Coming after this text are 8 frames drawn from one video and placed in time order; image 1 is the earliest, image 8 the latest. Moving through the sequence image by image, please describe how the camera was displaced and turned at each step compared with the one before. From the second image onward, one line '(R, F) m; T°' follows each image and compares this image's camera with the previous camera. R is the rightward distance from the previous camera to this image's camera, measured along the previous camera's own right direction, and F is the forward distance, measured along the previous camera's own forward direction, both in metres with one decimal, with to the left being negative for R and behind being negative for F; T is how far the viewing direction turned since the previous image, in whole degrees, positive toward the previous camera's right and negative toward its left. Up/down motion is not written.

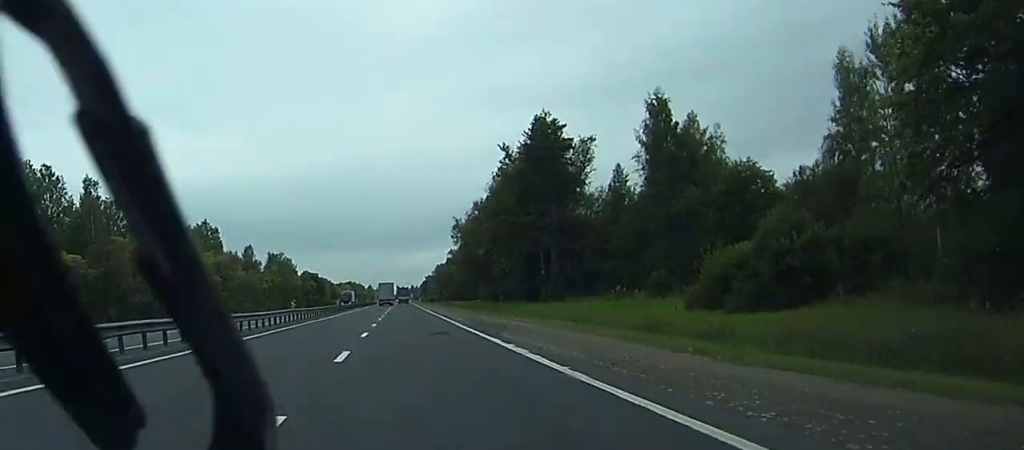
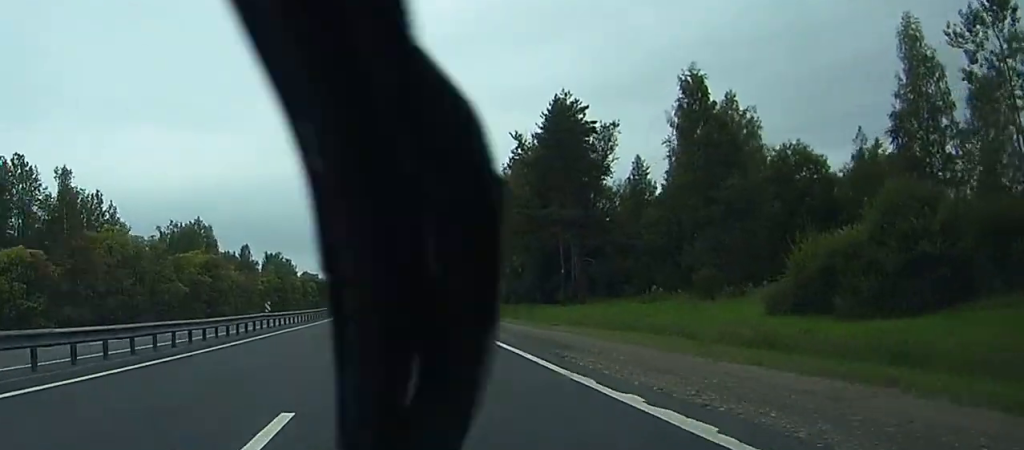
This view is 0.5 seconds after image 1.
(0.0, +11.4) m; 0°
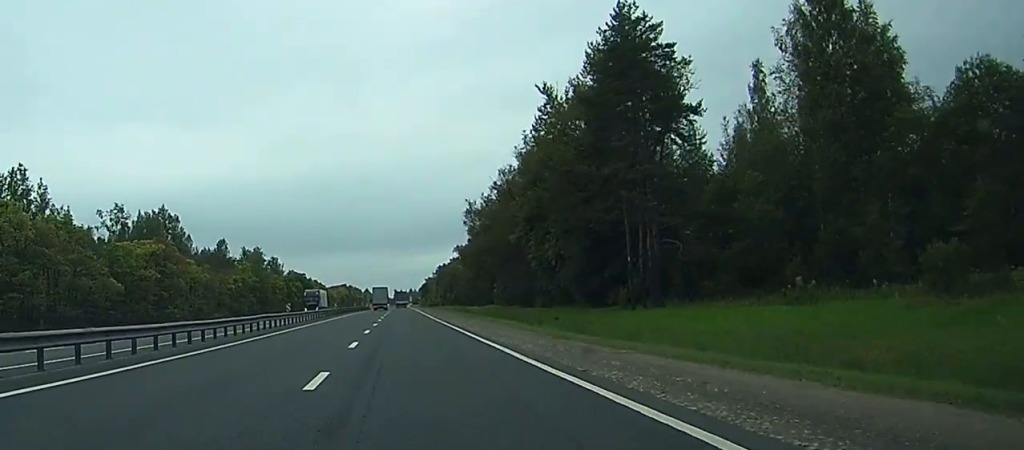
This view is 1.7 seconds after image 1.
(-0.1, +29.5) m; 0°
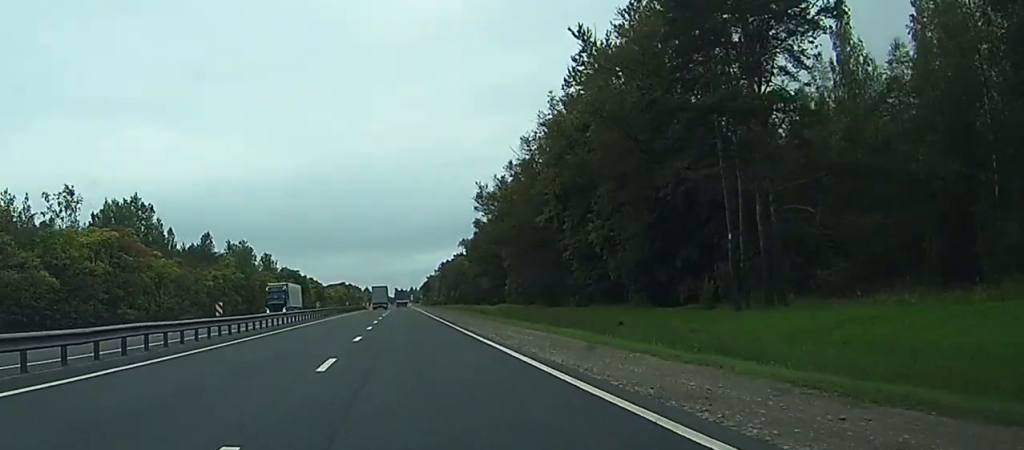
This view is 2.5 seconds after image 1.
(+0.1, +20.5) m; 0°
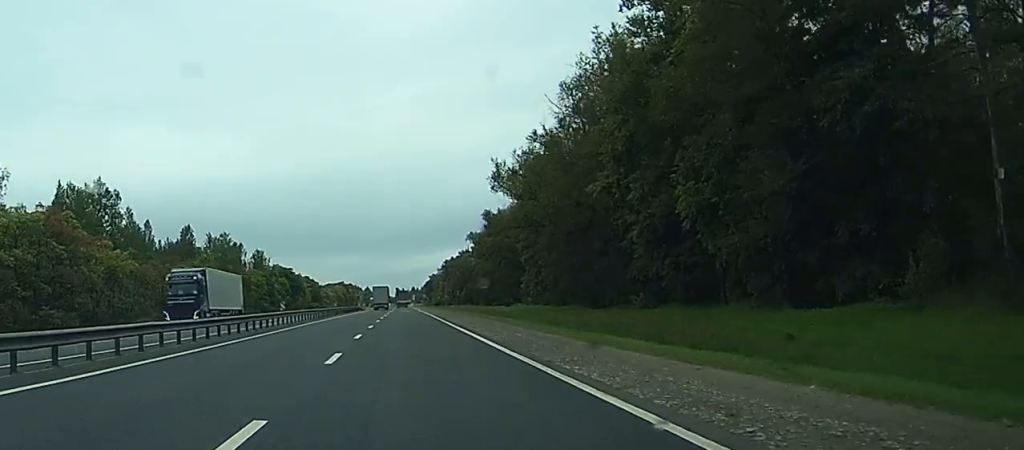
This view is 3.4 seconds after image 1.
(+0.1, +22.2) m; 0°
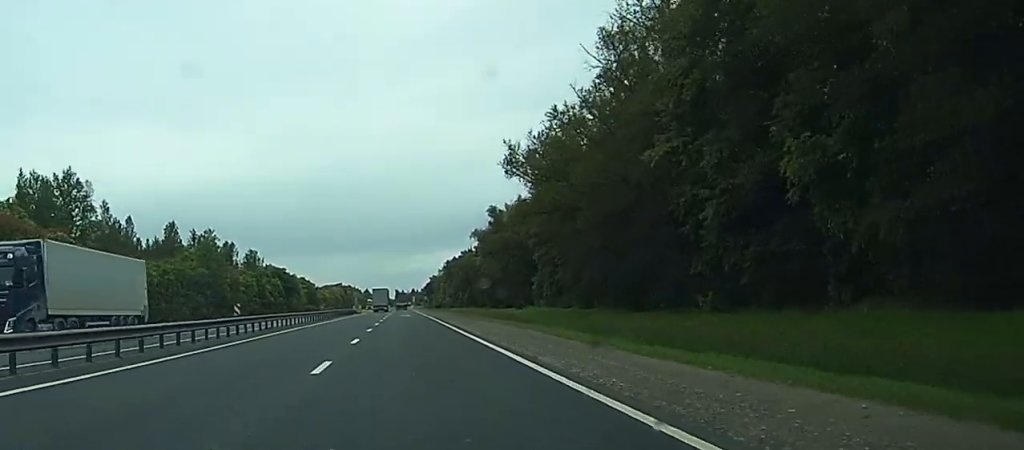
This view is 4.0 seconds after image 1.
(0.0, +14.1) m; 0°
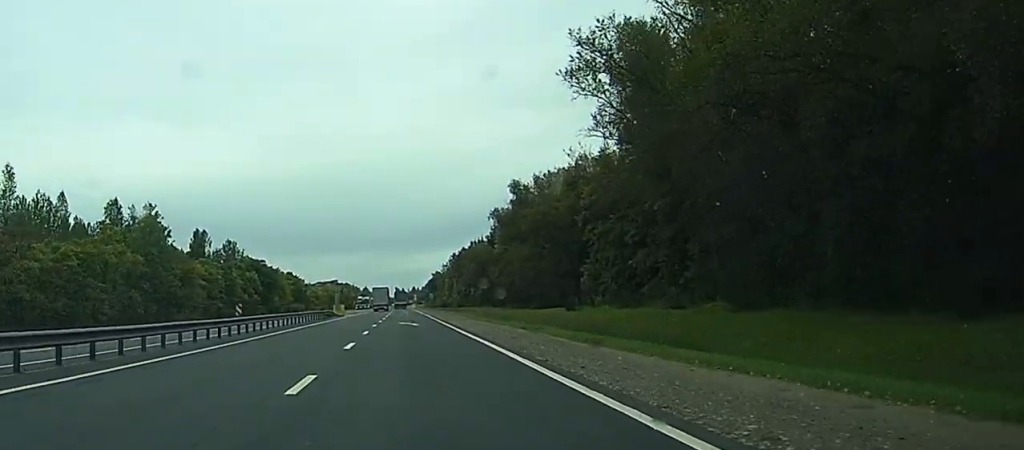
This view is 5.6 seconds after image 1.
(+0.1, +39.6) m; 0°
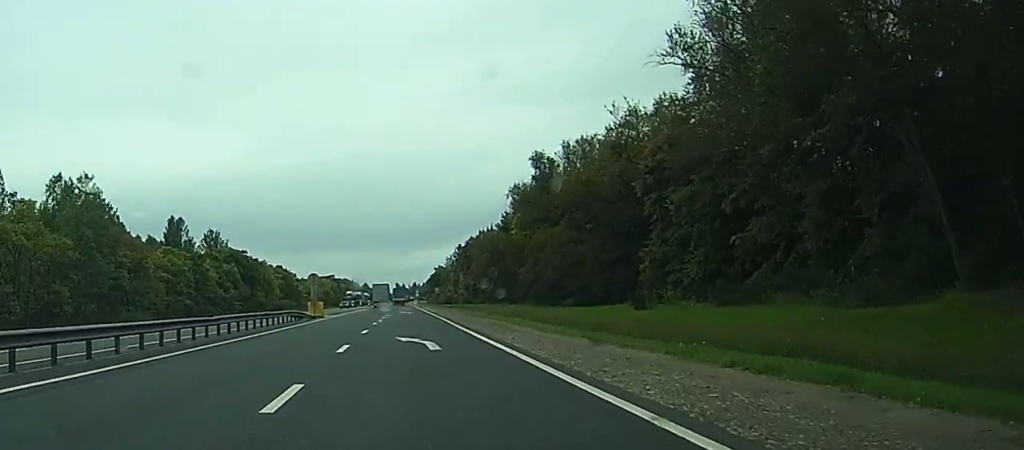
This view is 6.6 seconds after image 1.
(+0.1, +26.4) m; 0°
